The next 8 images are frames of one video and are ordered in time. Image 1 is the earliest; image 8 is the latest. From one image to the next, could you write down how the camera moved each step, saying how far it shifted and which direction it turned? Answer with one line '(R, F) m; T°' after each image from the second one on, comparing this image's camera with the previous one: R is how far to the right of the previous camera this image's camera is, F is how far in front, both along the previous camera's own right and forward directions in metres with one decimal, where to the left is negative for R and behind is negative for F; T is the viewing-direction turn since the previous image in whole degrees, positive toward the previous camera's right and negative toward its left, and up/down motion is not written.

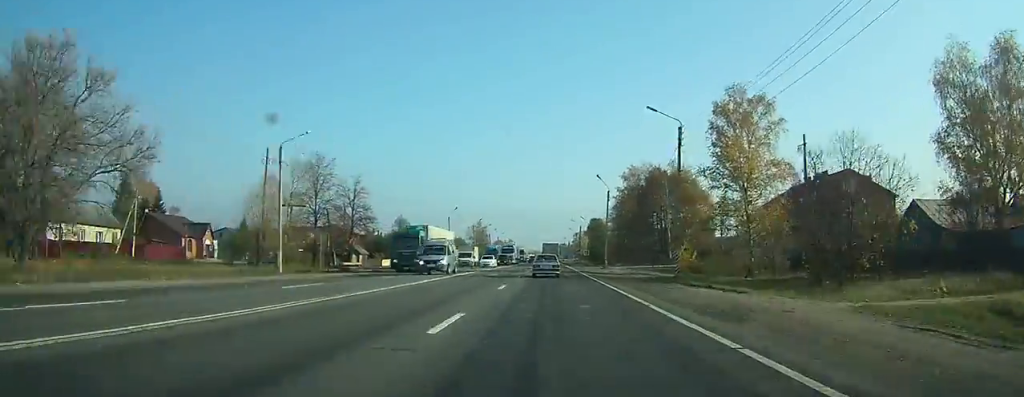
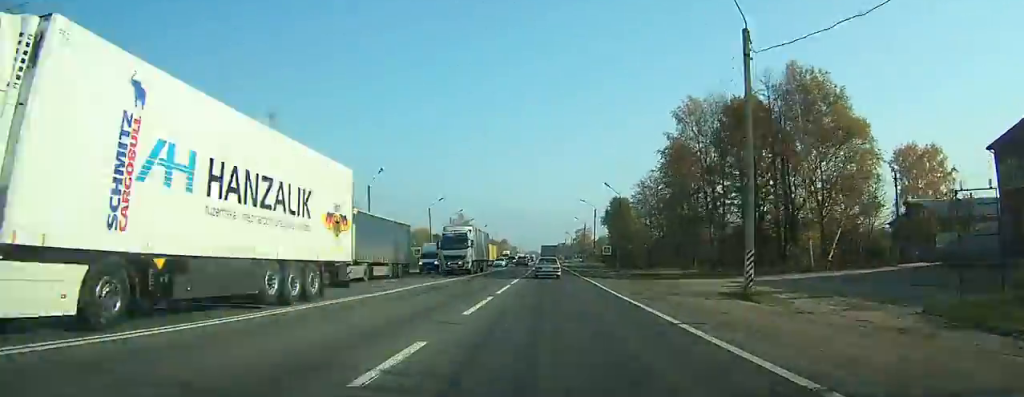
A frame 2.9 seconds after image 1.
(0.0, +56.1) m; 0°
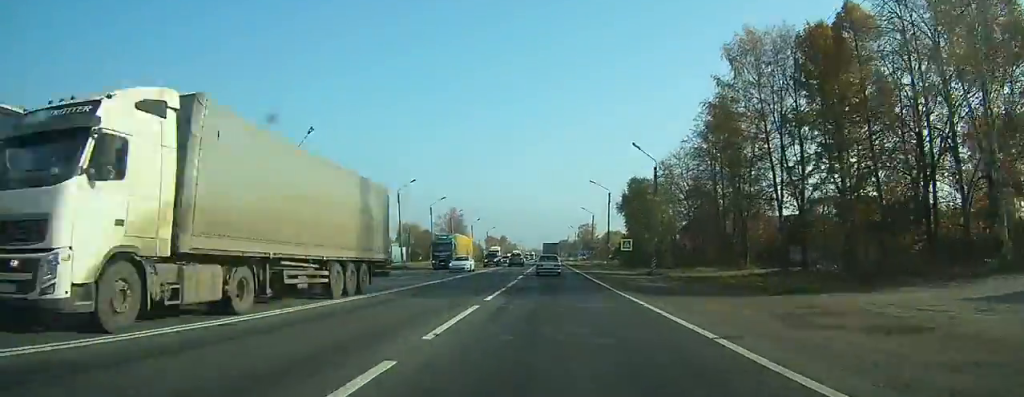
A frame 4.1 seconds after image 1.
(0.0, +20.2) m; 0°
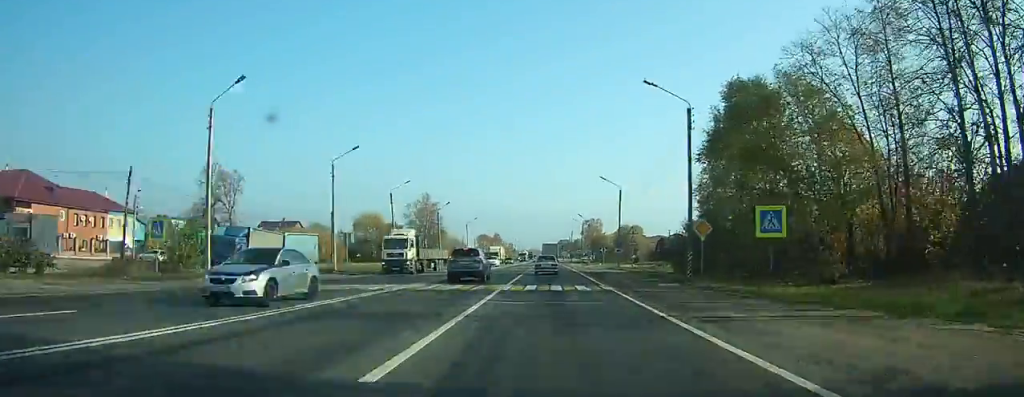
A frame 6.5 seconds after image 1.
(-0.1, +40.7) m; 0°
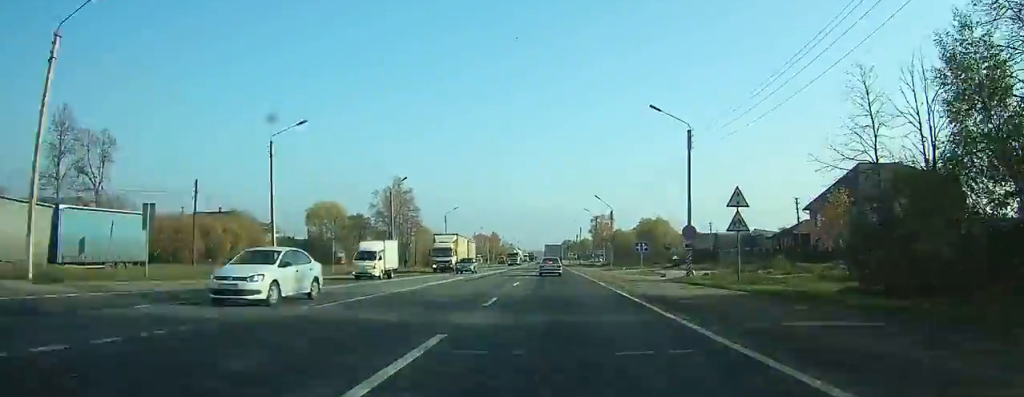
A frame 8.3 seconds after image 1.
(-0.1, +30.3) m; 0°
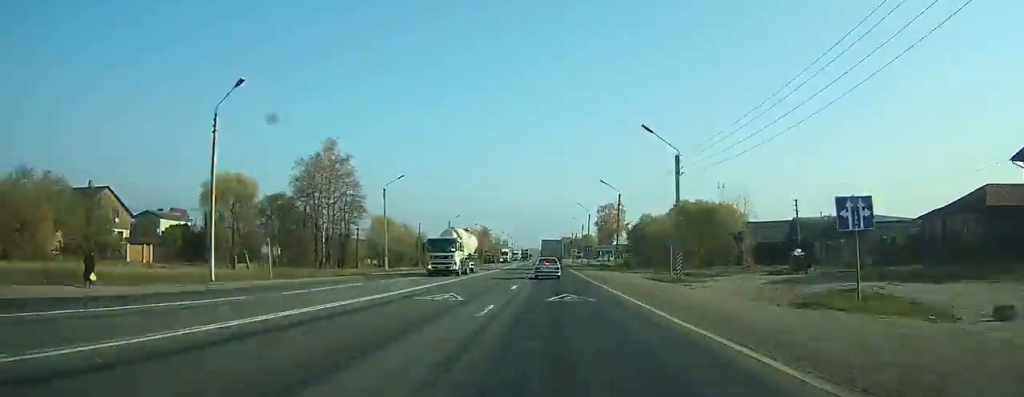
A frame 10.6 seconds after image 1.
(-0.1, +34.0) m; 0°
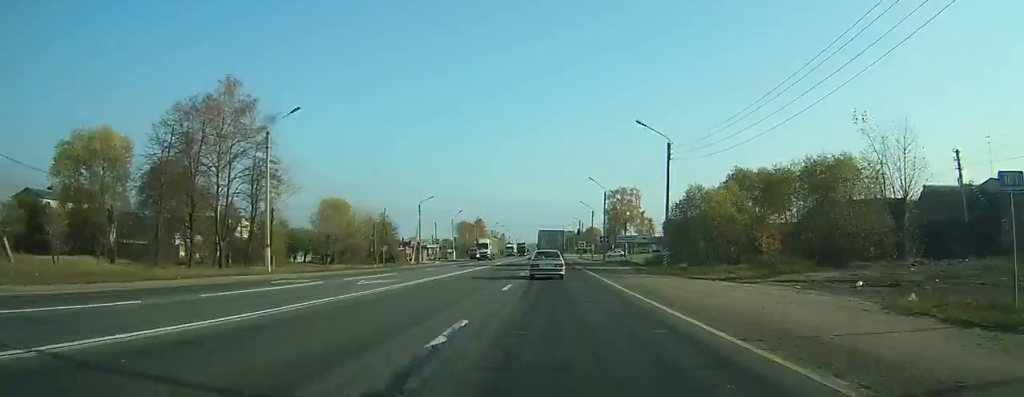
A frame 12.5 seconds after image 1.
(-0.1, +26.5) m; 0°
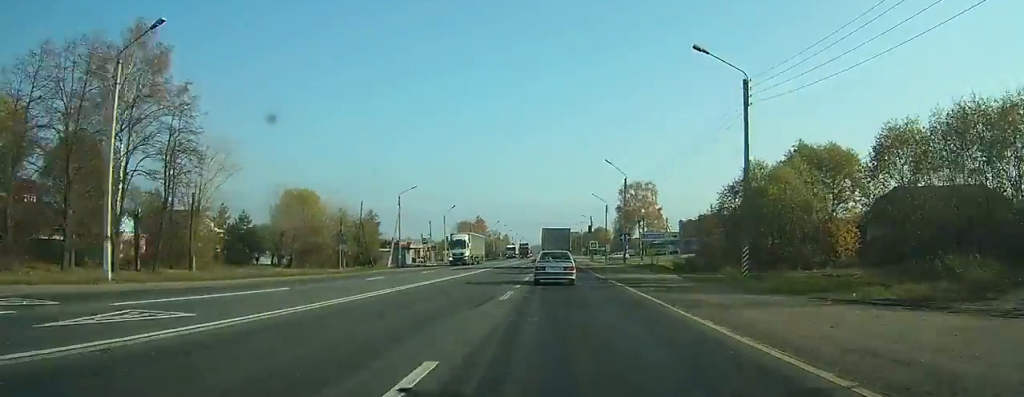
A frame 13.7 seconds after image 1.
(0.0, +17.1) m; -1°
